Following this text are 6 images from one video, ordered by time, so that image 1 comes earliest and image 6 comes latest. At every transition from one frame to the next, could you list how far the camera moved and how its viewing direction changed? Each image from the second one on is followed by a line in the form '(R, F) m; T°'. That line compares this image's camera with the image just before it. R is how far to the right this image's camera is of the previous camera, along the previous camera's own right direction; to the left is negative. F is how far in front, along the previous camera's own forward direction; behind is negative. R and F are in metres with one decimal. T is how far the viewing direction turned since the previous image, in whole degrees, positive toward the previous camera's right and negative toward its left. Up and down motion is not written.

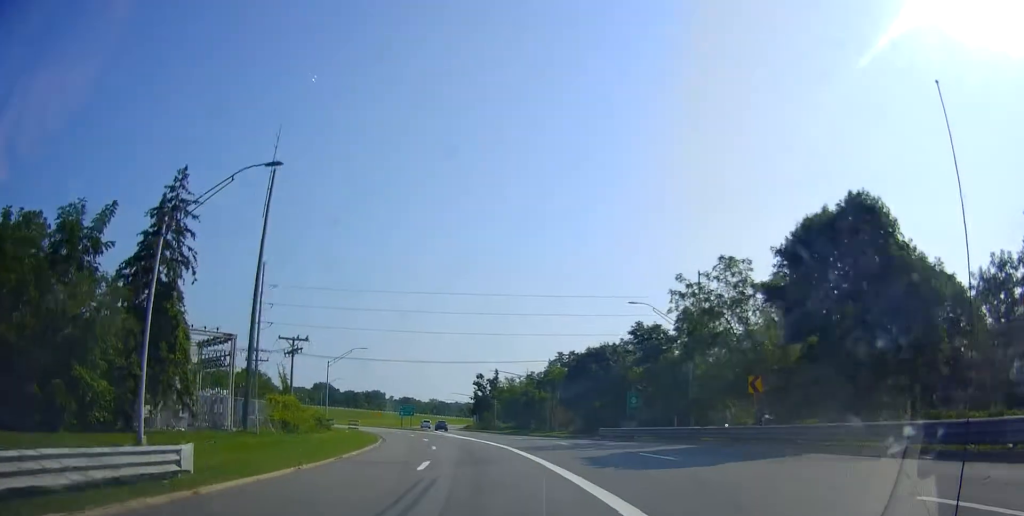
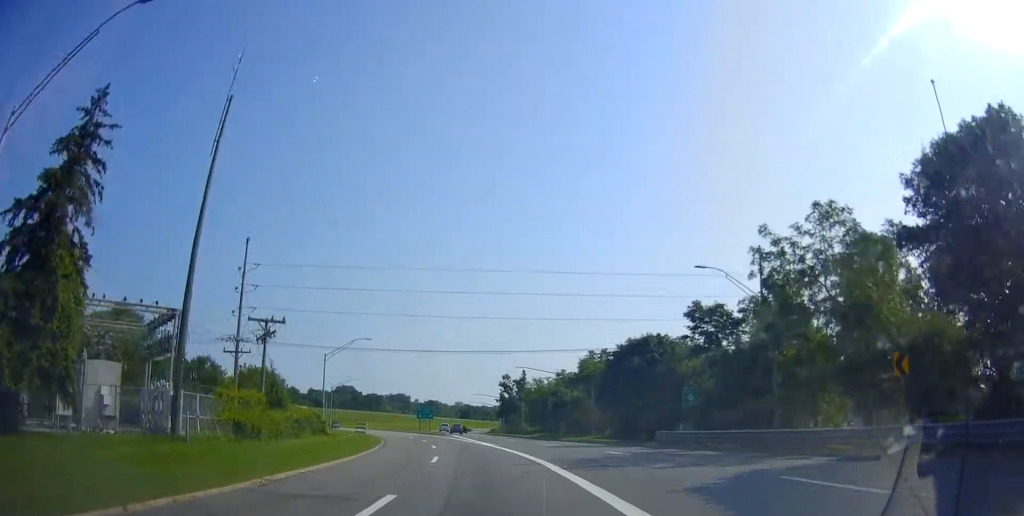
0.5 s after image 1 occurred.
(-0.5, +10.0) m; -2°
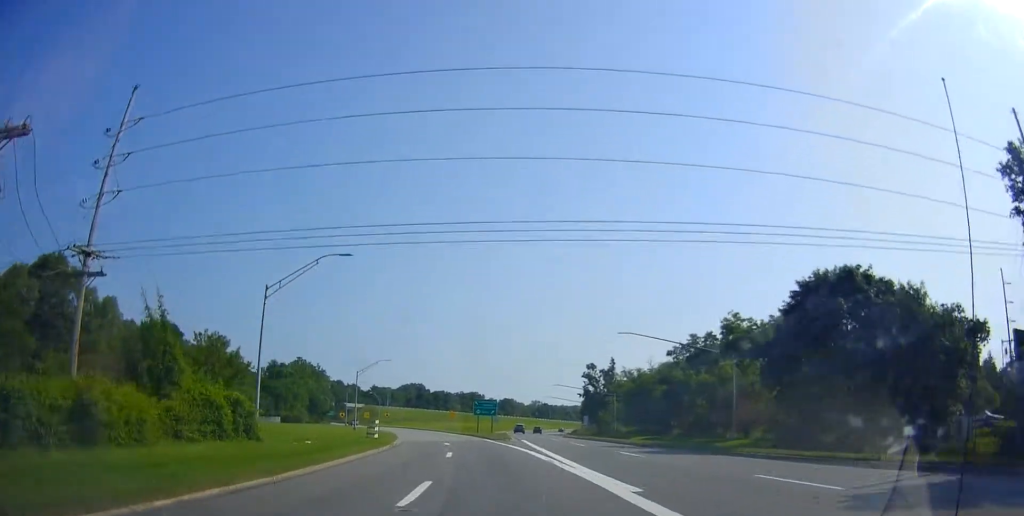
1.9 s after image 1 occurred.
(-1.3, +28.1) m; -5°
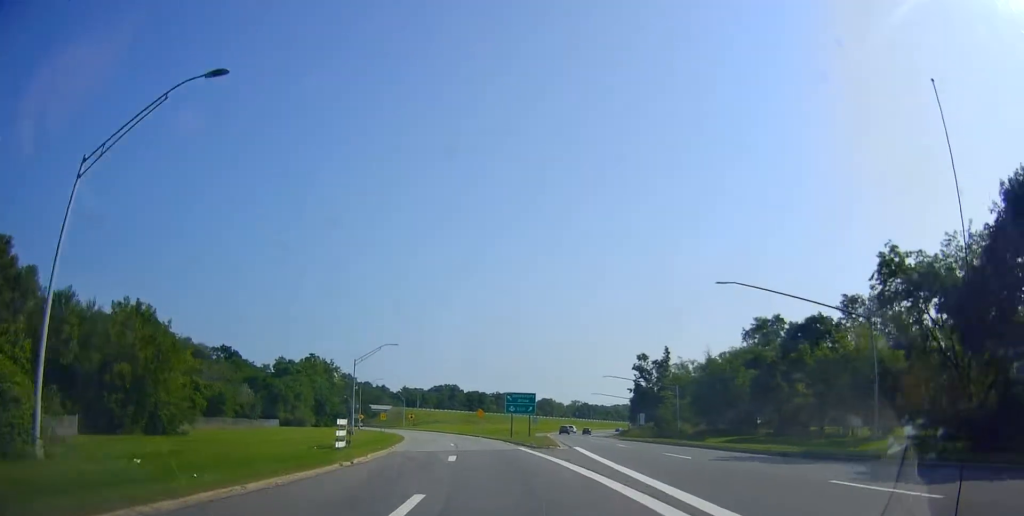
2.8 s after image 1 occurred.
(-0.8, +17.4) m; -5°
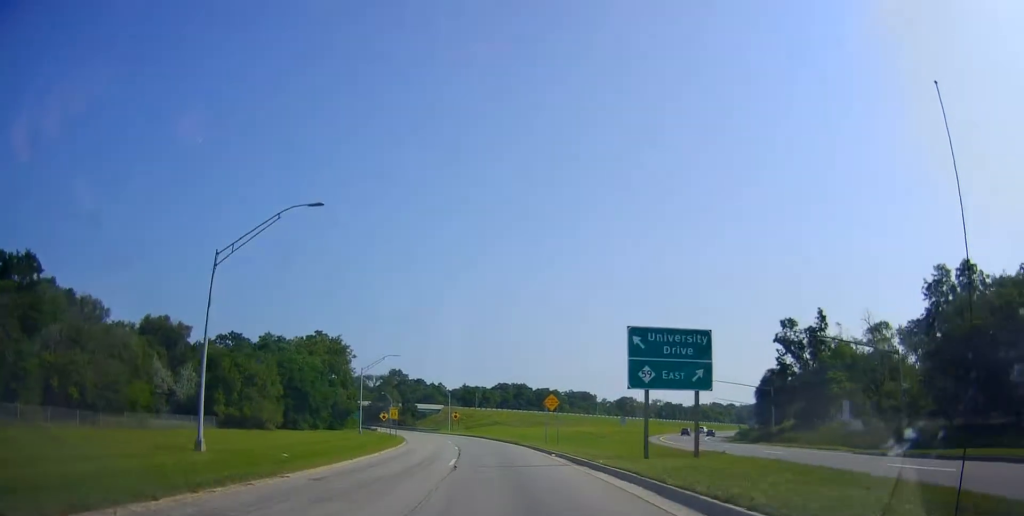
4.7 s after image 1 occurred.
(-4.0, +39.4) m; -9°
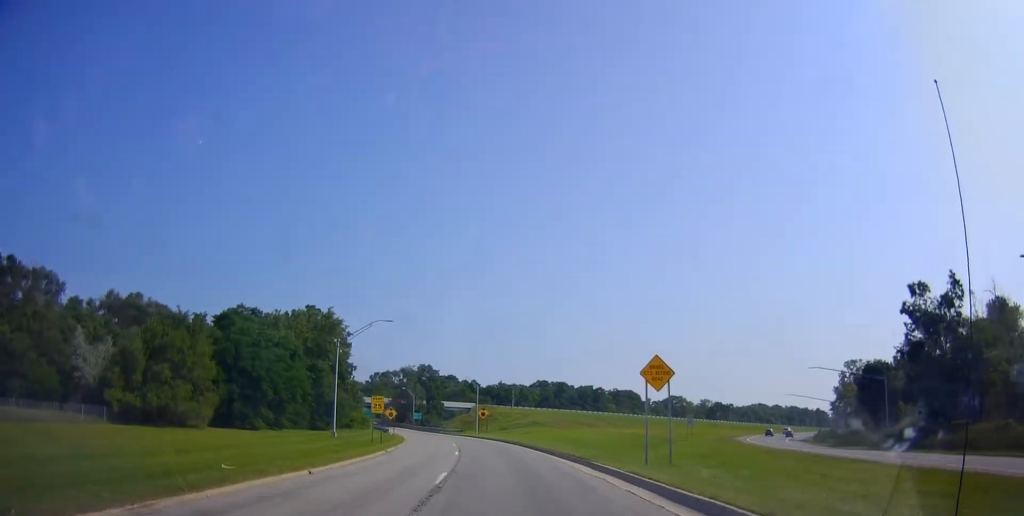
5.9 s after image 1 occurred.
(-0.6, +22.7) m; -2°
